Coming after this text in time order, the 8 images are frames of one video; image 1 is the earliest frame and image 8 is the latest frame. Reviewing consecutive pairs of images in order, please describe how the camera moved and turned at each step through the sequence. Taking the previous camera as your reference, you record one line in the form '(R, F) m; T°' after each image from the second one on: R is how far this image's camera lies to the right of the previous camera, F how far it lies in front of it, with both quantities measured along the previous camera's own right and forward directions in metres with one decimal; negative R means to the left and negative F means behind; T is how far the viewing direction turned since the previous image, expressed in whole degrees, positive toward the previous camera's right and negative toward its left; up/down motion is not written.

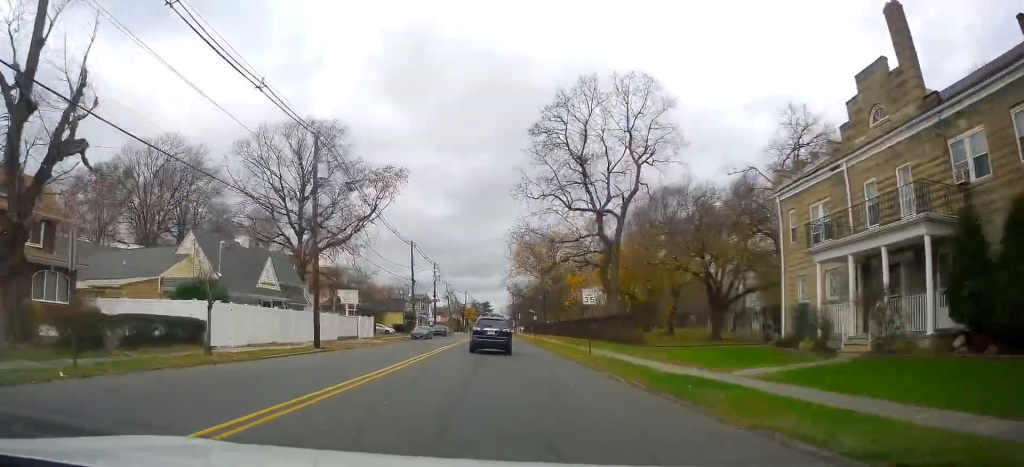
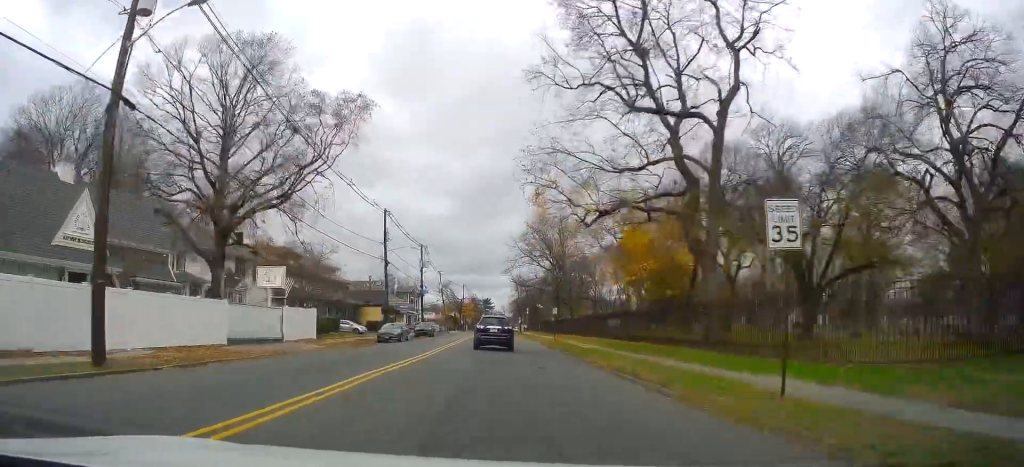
(-0.7, +18.5) m; -1°
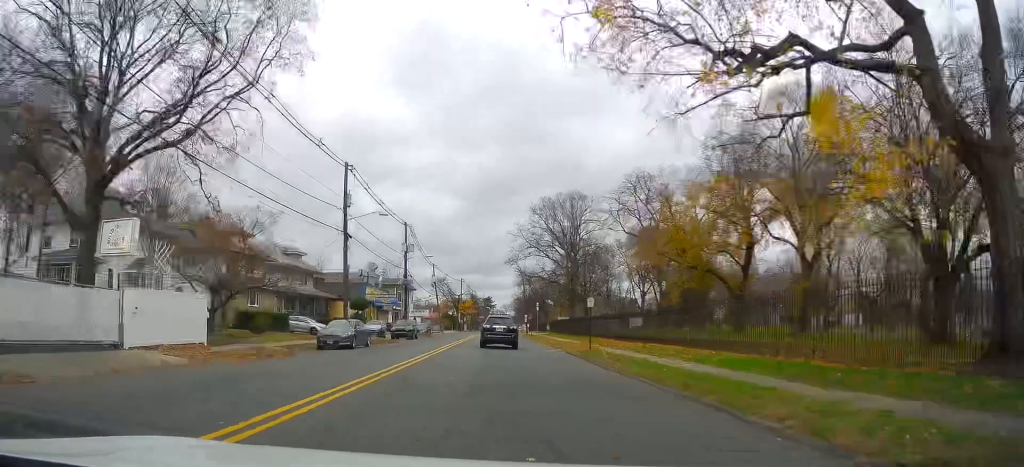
(+0.7, +15.3) m; +2°
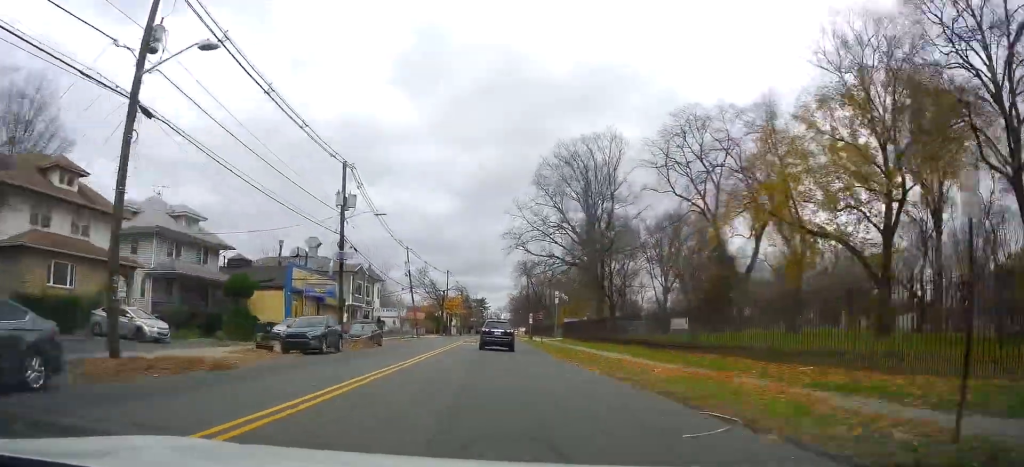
(-0.4, +23.5) m; 0°
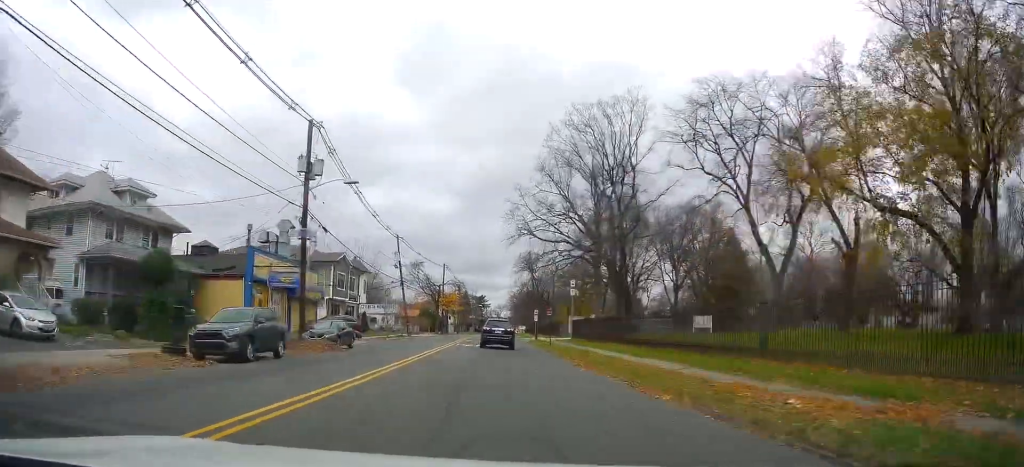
(+0.1, +8.0) m; +1°
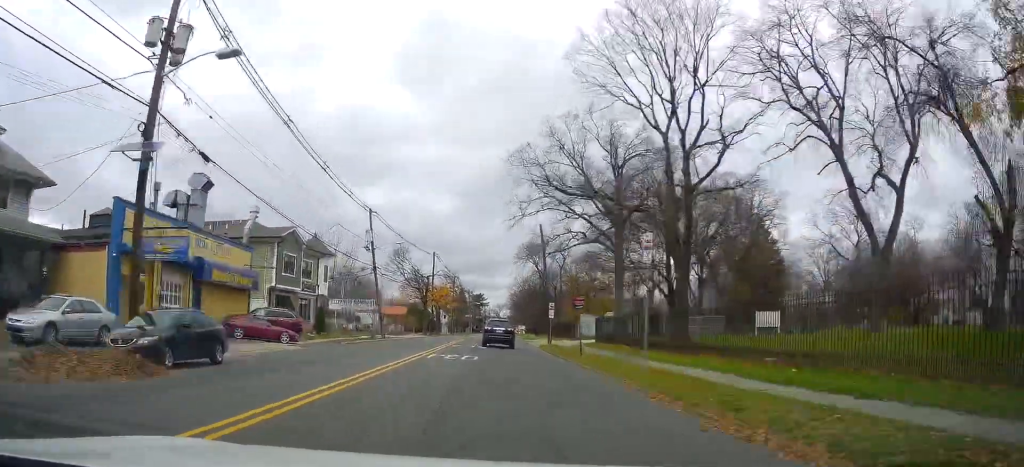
(0.0, +14.7) m; 0°
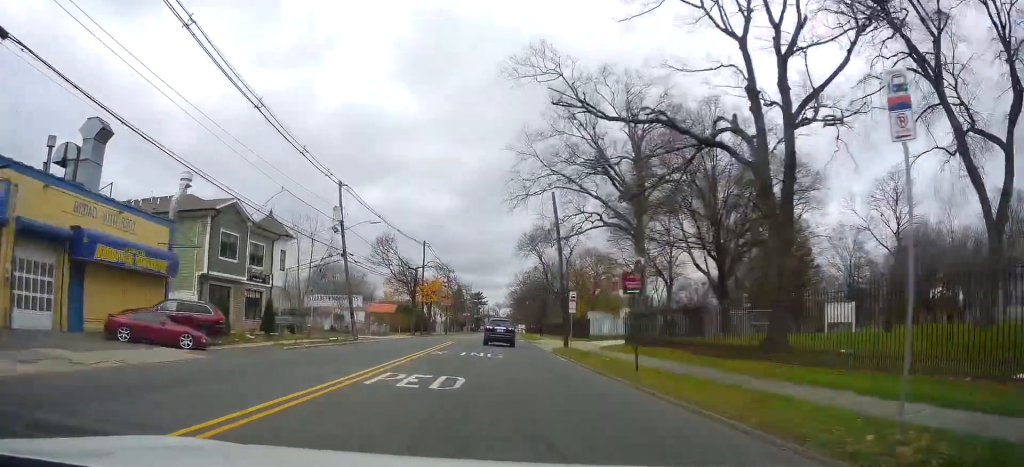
(0.0, +11.2) m; +1°
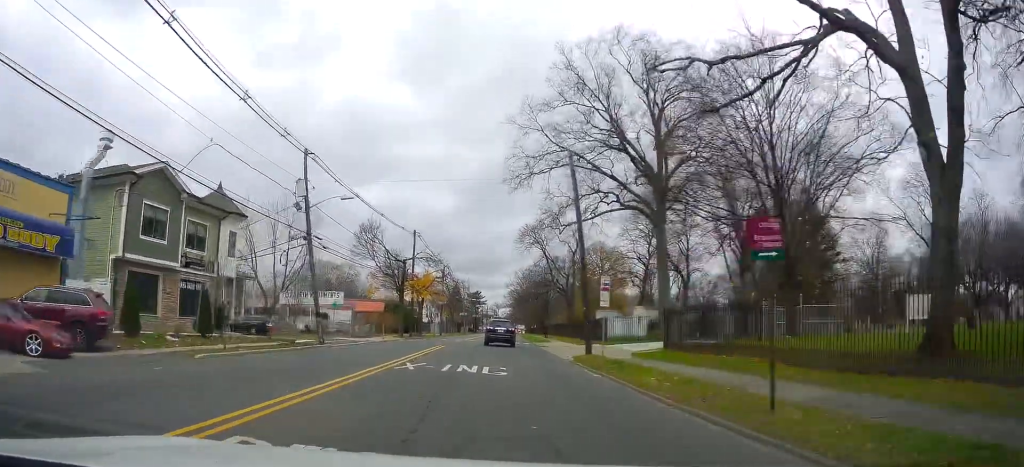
(+0.3, +8.0) m; -1°
